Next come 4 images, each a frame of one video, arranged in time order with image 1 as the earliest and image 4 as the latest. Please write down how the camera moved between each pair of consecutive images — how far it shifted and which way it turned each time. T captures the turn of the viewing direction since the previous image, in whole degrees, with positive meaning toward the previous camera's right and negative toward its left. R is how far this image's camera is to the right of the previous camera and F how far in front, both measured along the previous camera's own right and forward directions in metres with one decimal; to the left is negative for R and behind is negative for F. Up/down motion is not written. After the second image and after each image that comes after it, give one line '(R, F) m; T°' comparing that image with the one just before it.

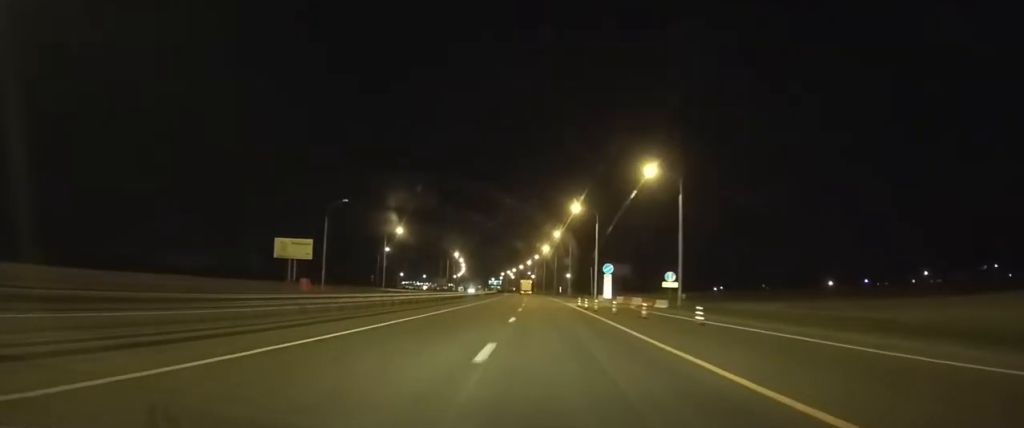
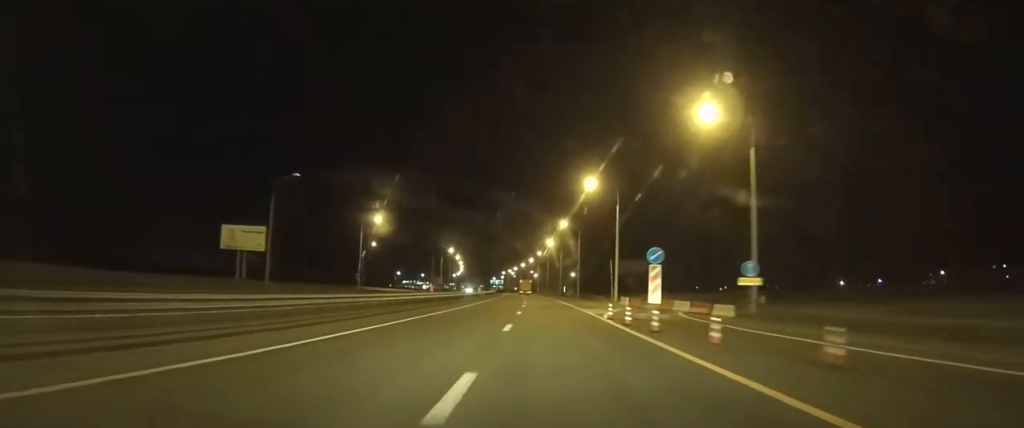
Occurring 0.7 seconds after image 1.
(-0.1, +16.5) m; 0°
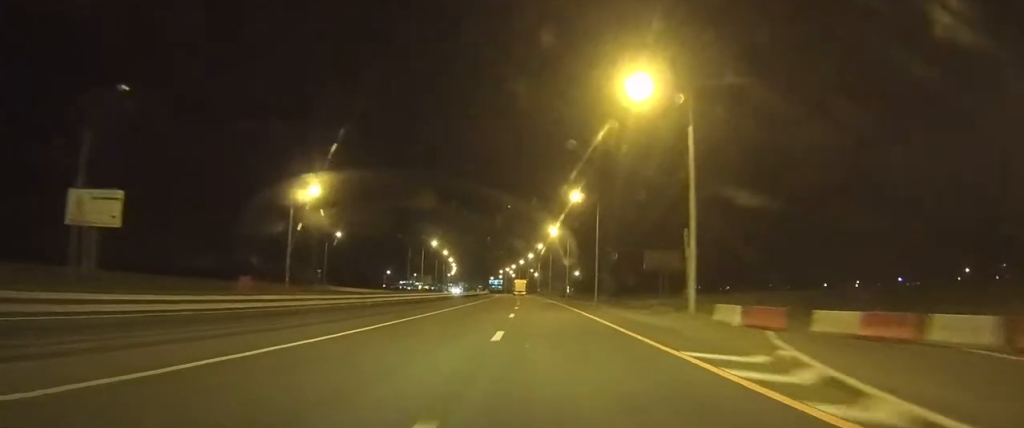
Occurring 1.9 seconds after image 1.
(0.0, +27.1) m; 0°
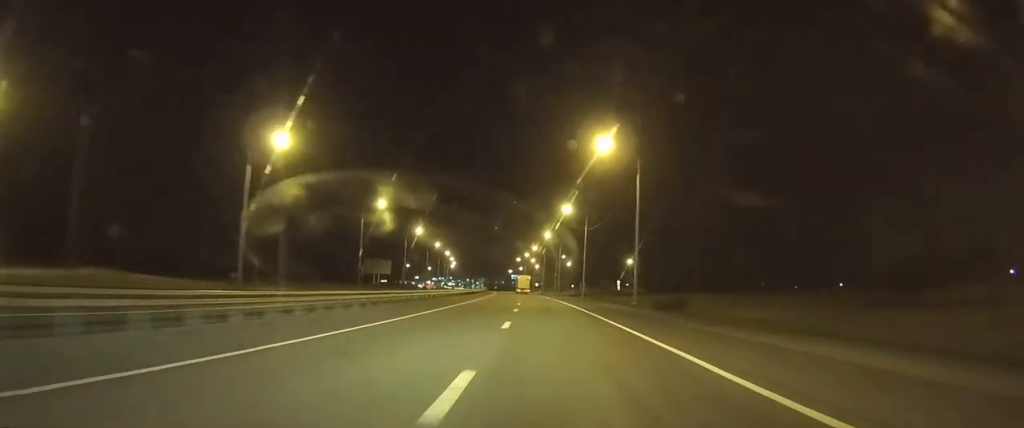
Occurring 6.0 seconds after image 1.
(-2.4, +91.2) m; -3°
